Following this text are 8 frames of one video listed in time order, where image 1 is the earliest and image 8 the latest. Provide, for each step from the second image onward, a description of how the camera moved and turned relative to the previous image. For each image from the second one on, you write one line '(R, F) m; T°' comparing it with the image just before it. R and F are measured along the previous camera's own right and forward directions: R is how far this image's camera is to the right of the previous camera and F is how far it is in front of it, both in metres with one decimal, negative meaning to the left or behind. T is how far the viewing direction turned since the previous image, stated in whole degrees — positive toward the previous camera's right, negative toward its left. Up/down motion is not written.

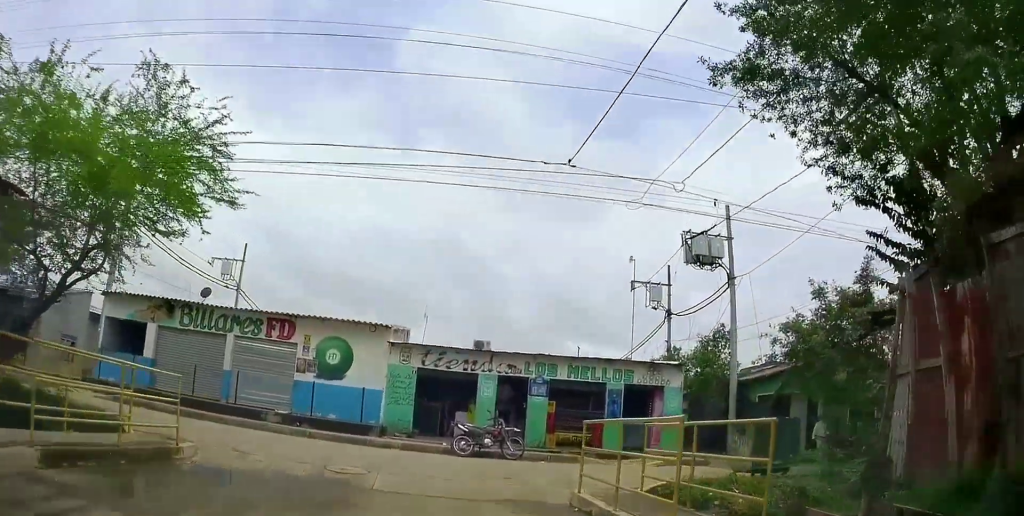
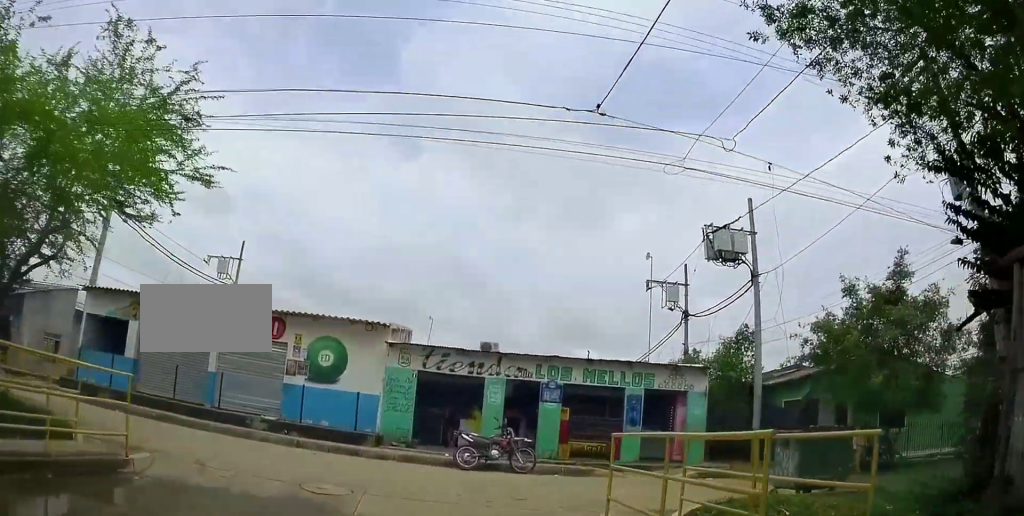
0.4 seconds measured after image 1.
(-0.3, +2.1) m; 0°
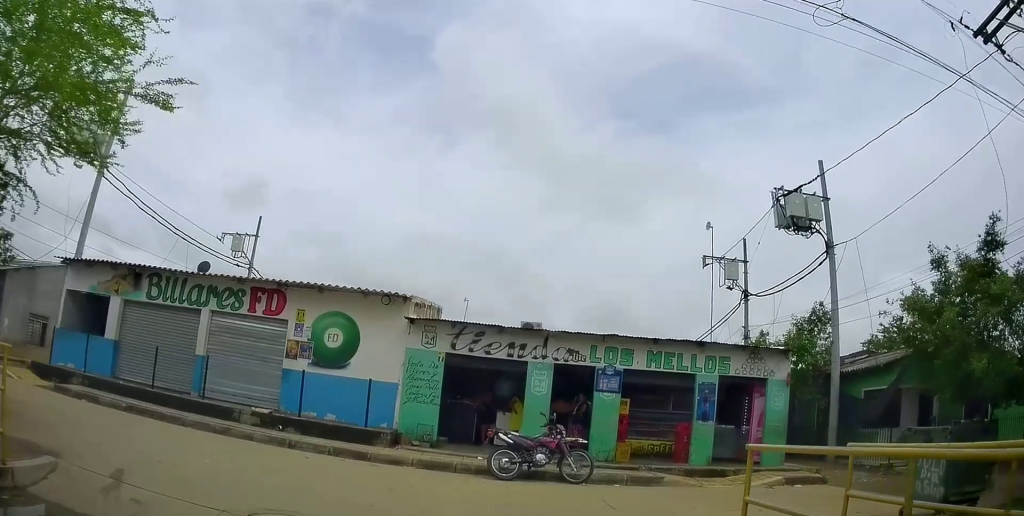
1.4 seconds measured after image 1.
(+0.3, +4.0) m; +3°
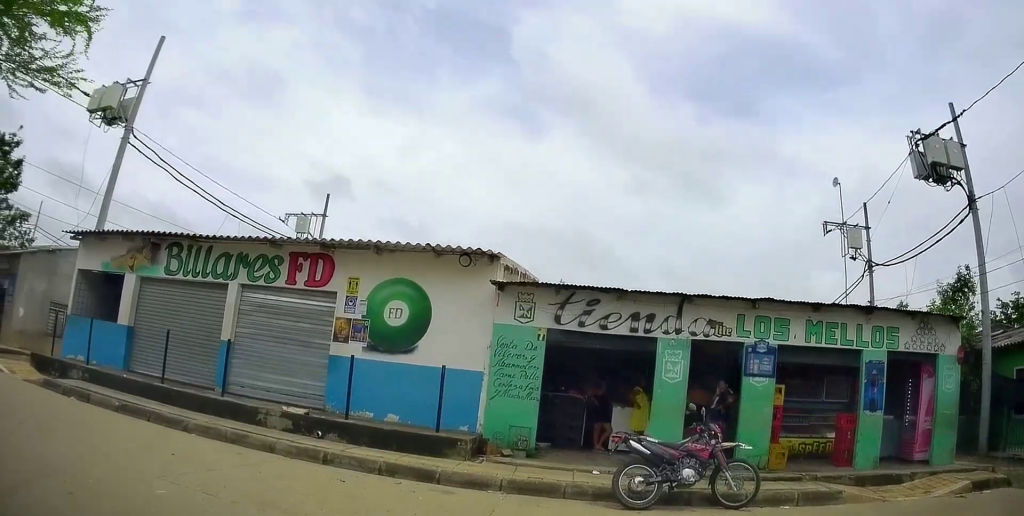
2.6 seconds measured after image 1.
(-0.1, +4.5) m; -4°
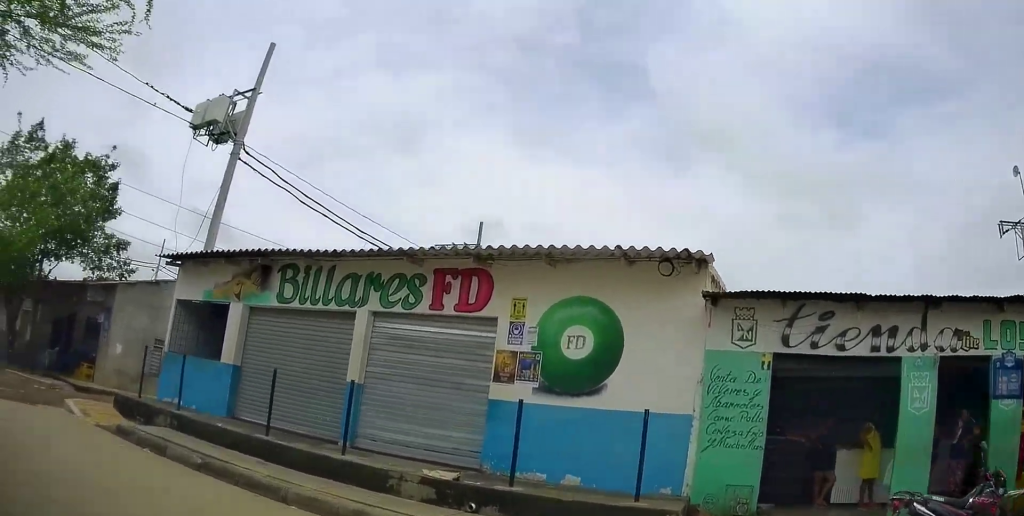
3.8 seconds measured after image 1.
(-0.2, +3.6) m; -12°
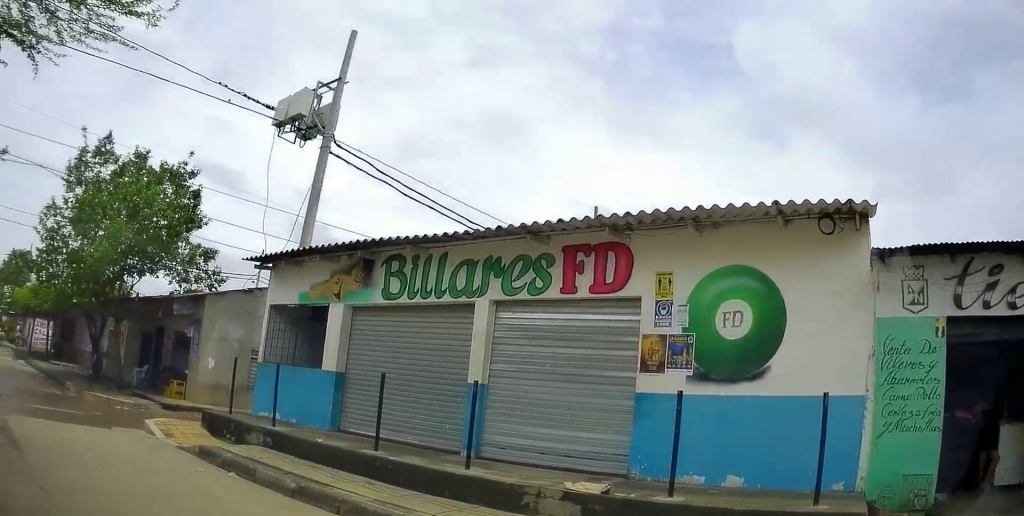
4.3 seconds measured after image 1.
(-0.2, +1.3) m; -13°
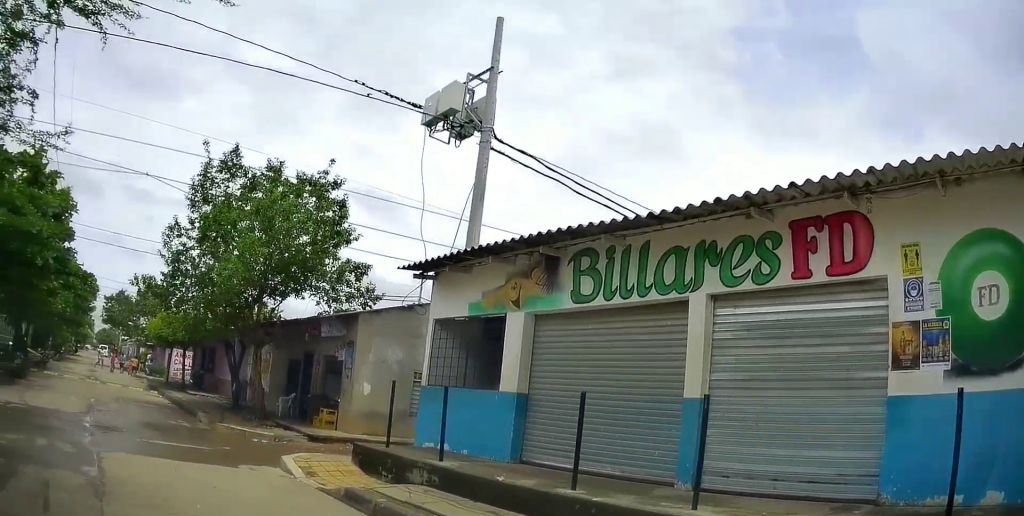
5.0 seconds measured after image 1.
(-0.2, +1.5) m; -16°
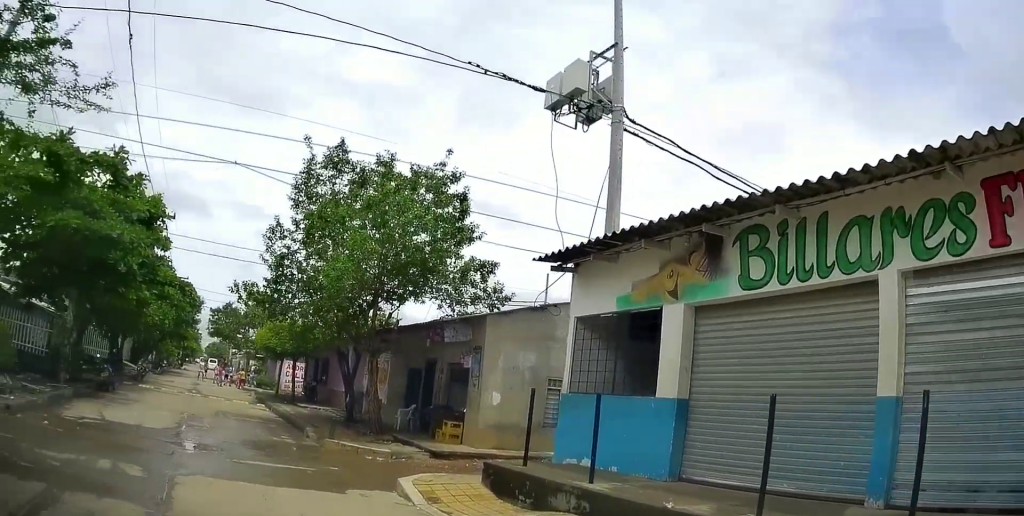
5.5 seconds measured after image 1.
(-0.1, +1.0) m; -10°
